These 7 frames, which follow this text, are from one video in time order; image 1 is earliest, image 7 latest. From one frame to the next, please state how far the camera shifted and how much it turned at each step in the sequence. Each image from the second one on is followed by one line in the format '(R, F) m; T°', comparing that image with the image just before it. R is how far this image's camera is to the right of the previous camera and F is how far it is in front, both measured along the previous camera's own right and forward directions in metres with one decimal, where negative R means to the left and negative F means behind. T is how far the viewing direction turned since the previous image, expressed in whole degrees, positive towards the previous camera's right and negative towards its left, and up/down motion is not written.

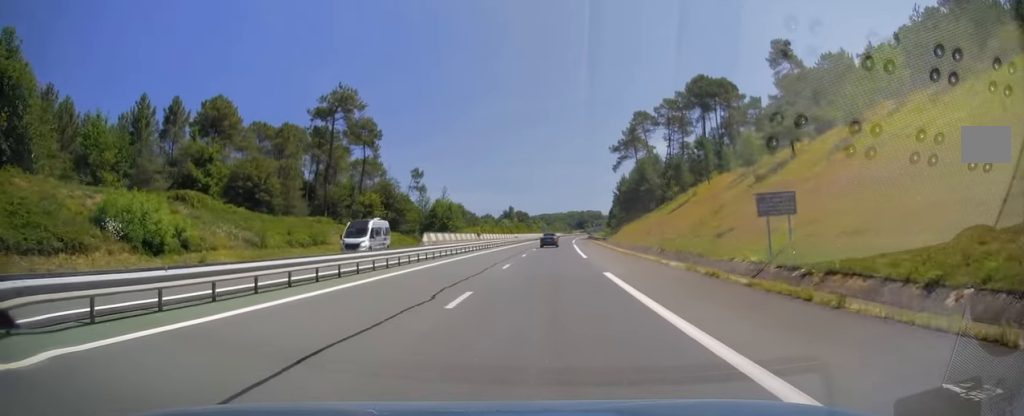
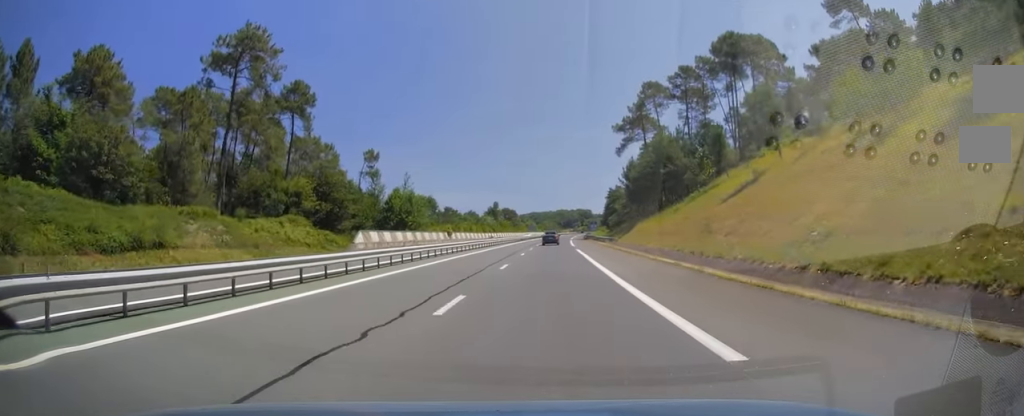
(+0.1, +26.9) m; +1°
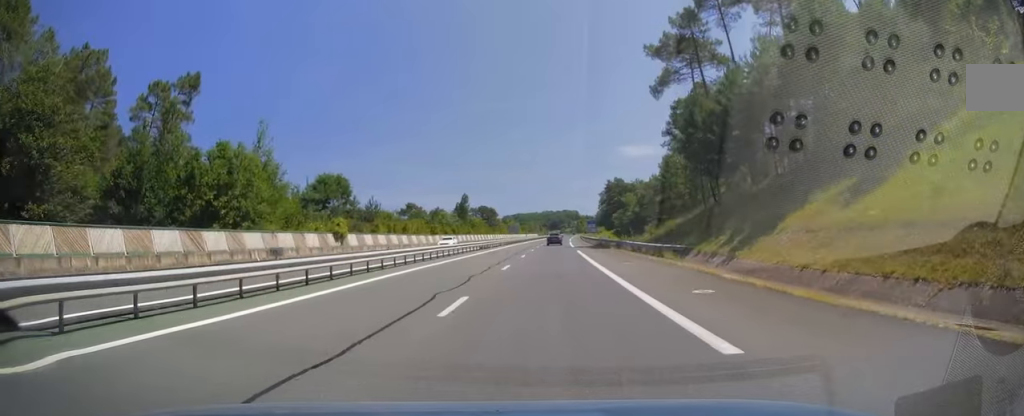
(+0.8, +51.5) m; +2°
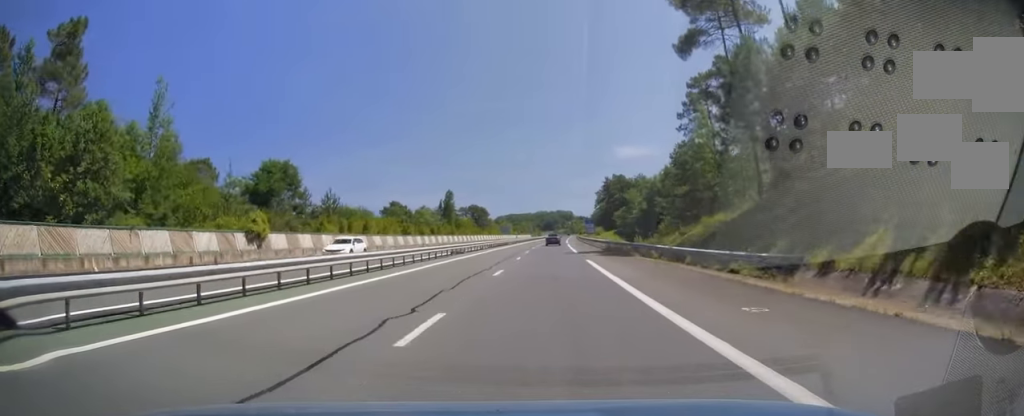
(-0.1, +15.7) m; 0°
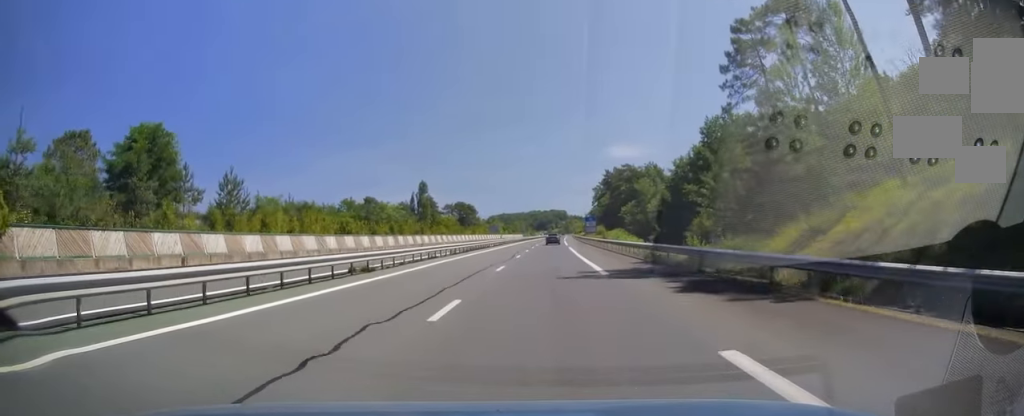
(+0.2, +23.6) m; +1°
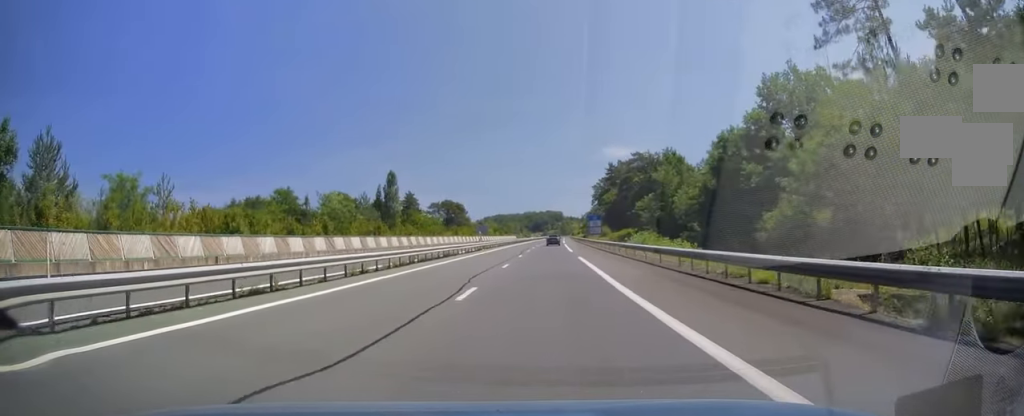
(+0.3, +22.6) m; +1°
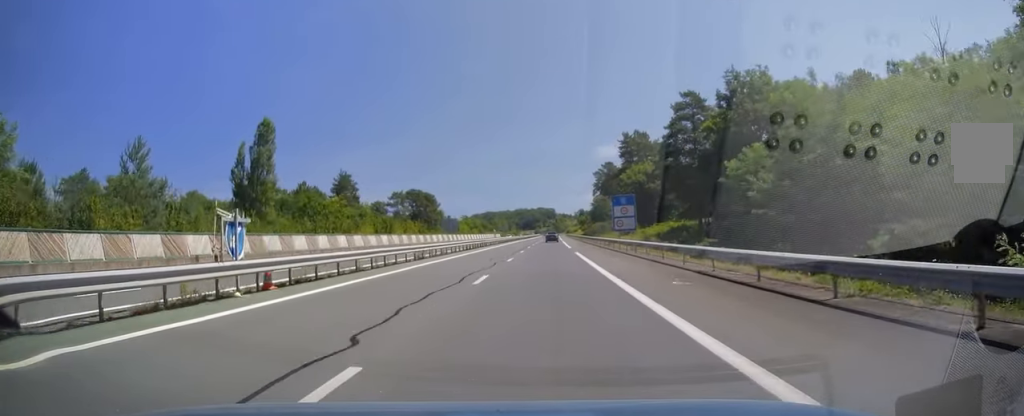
(-0.1, +48.6) m; 0°
